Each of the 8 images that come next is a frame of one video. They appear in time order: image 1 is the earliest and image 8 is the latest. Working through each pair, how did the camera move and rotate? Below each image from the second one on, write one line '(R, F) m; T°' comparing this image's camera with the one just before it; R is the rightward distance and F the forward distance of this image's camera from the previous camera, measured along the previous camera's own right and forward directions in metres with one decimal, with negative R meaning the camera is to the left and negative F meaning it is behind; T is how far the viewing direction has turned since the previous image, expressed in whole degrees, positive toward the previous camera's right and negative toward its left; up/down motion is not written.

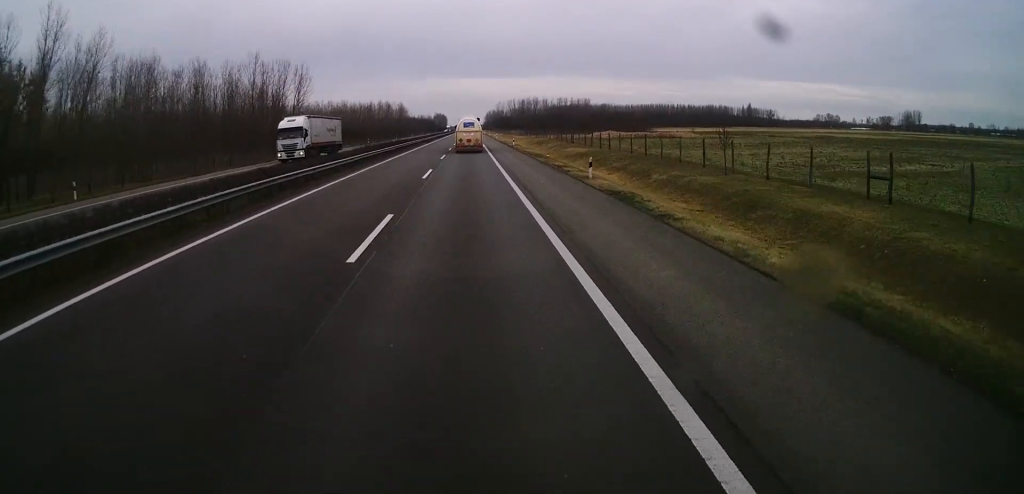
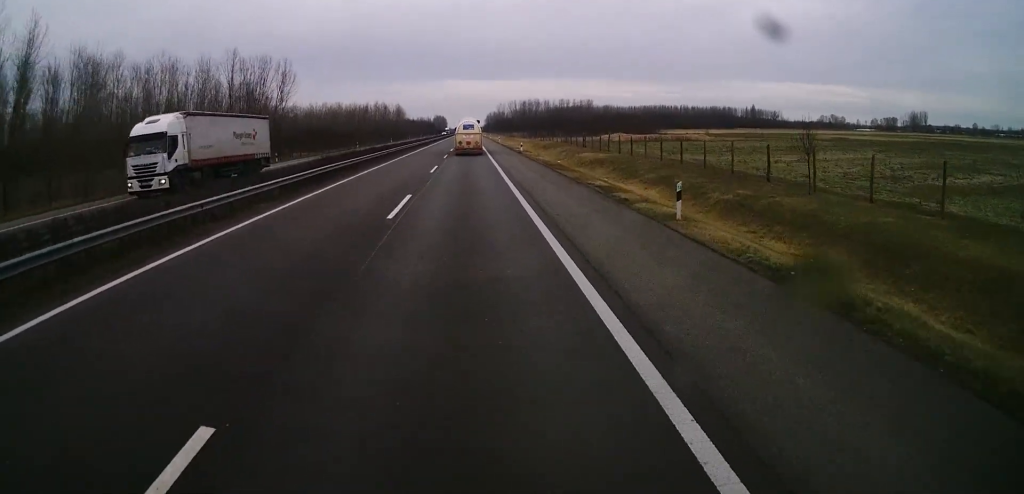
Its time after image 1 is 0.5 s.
(-0.1, +12.3) m; 0°
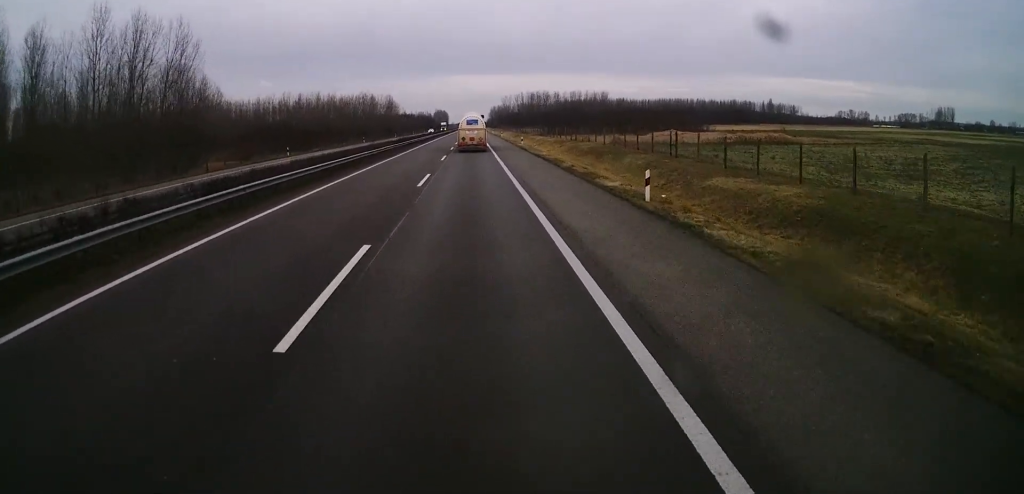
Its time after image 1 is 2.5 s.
(+0.5, +46.3) m; 0°
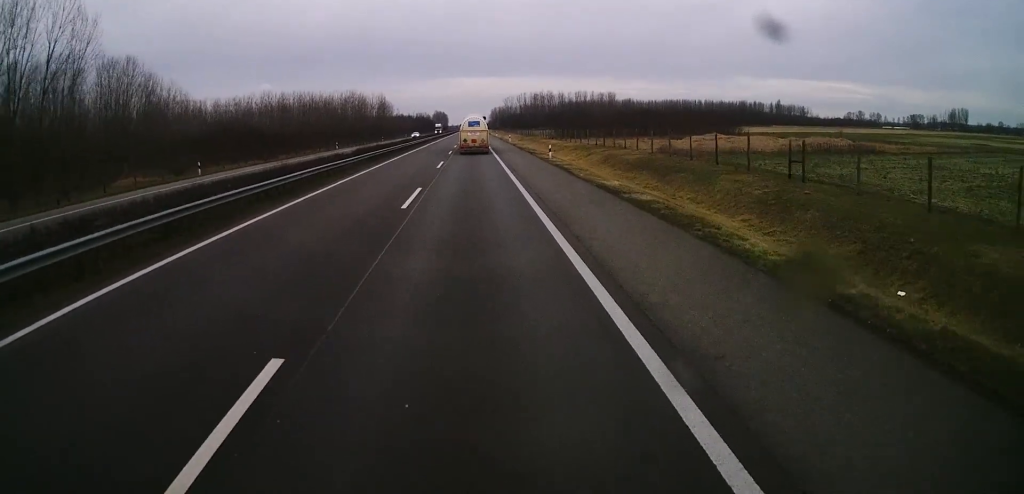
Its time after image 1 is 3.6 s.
(-0.2, +24.1) m; 0°
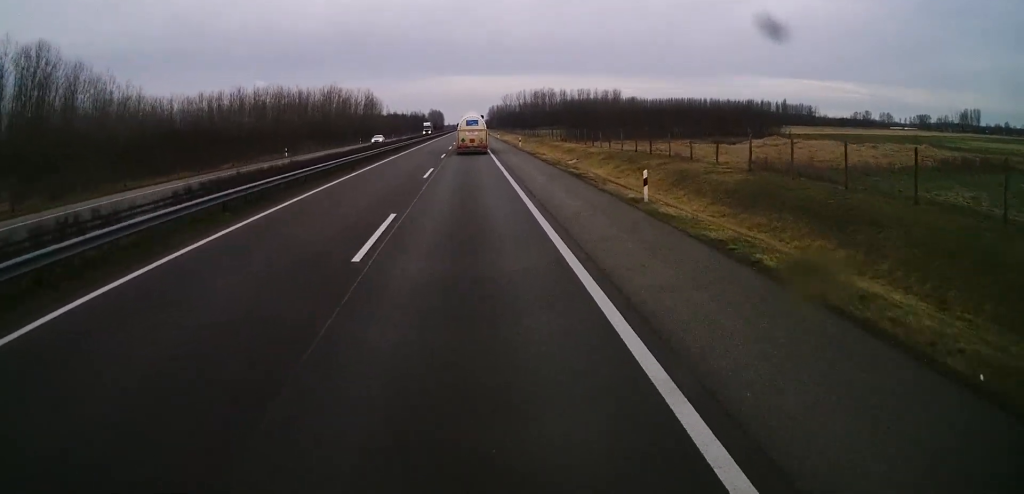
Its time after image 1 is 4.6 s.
(+0.3, +25.0) m; 0°
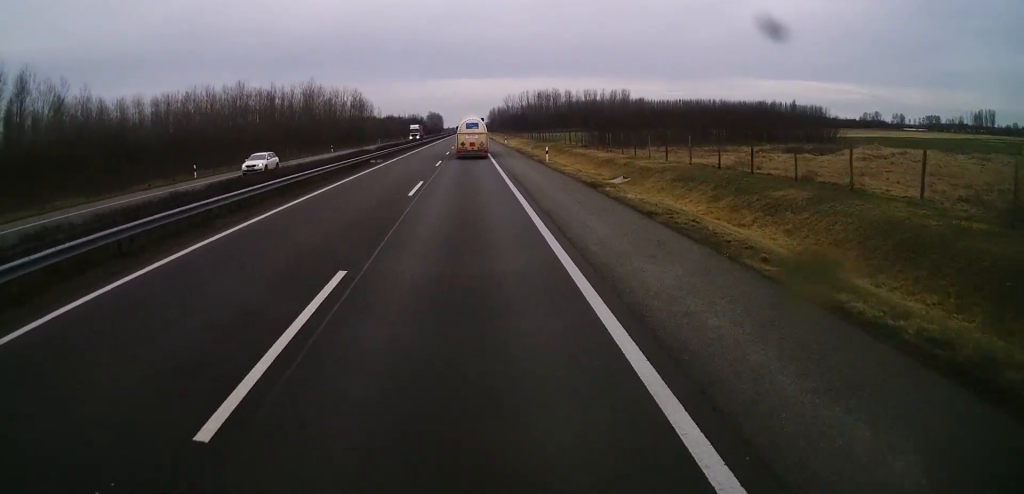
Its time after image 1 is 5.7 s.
(-0.3, +24.3) m; 0°
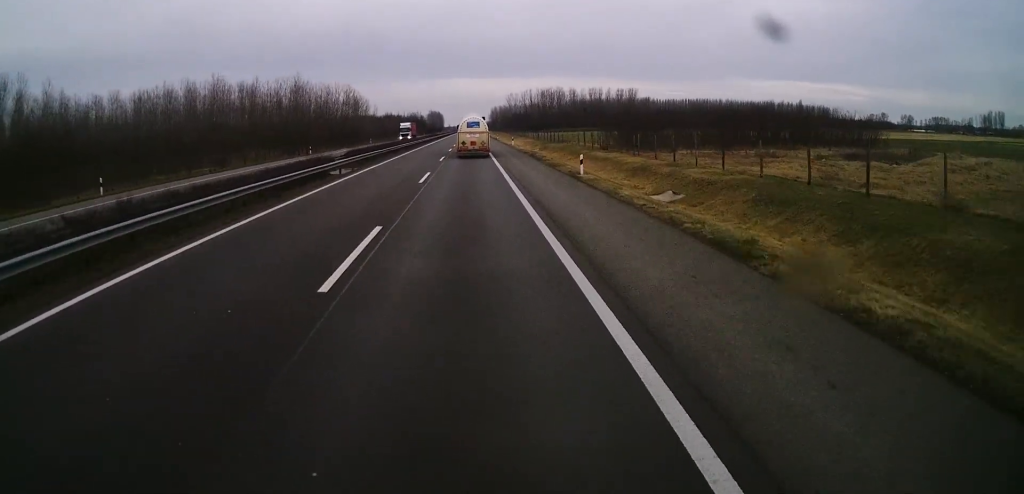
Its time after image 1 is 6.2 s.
(+0.2, +13.4) m; 0°
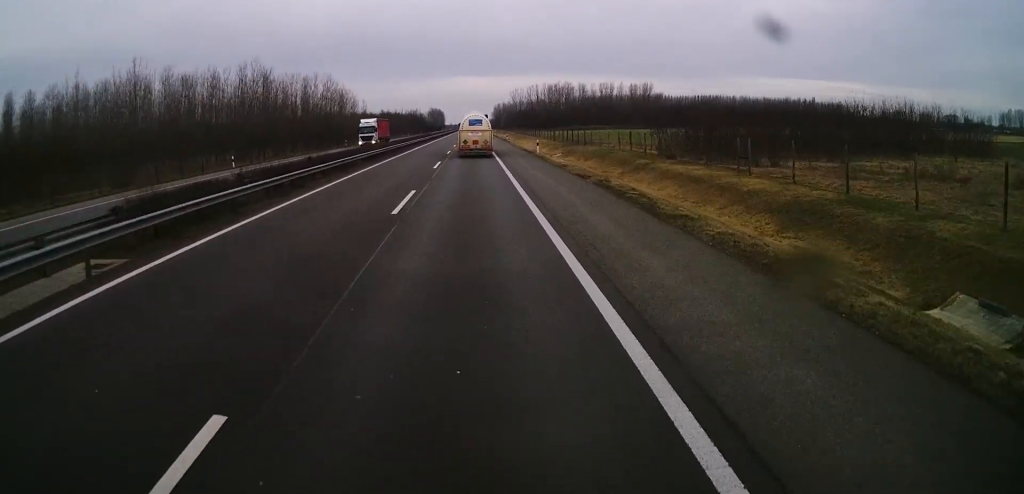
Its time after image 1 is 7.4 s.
(-0.2, +28.1) m; 0°
